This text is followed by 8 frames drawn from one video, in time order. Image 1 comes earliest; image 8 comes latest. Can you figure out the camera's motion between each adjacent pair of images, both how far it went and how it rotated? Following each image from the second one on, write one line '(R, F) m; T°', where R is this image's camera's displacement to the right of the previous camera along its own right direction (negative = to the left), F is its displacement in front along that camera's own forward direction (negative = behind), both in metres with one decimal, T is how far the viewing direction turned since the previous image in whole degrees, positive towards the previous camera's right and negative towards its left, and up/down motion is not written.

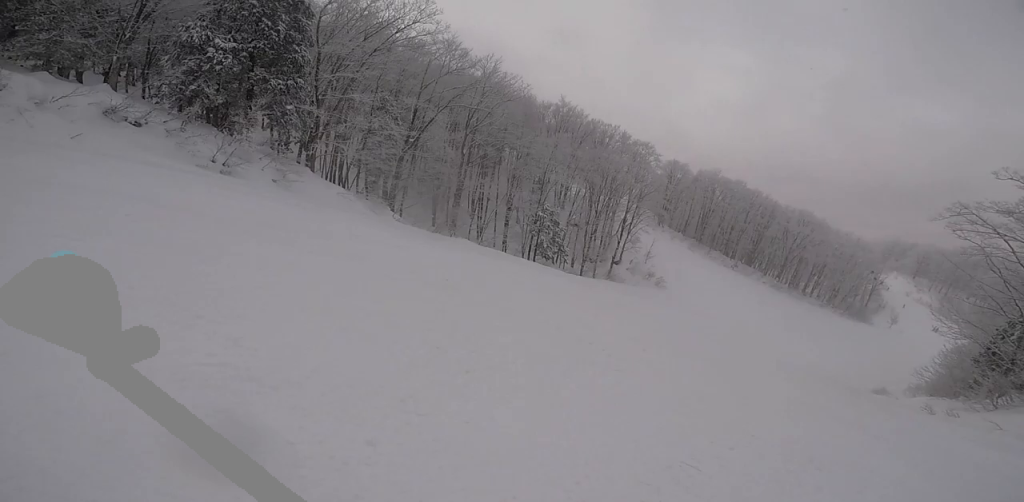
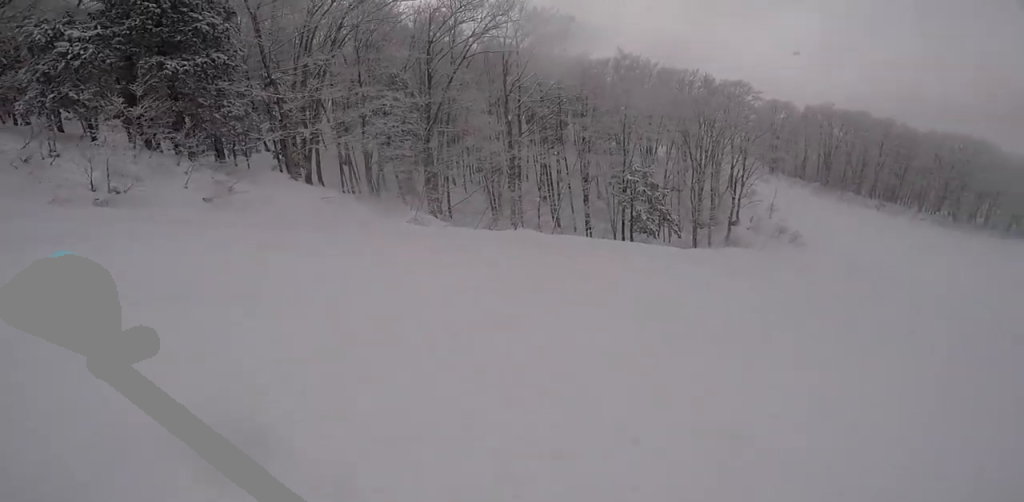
(-3.8, +7.1) m; -21°
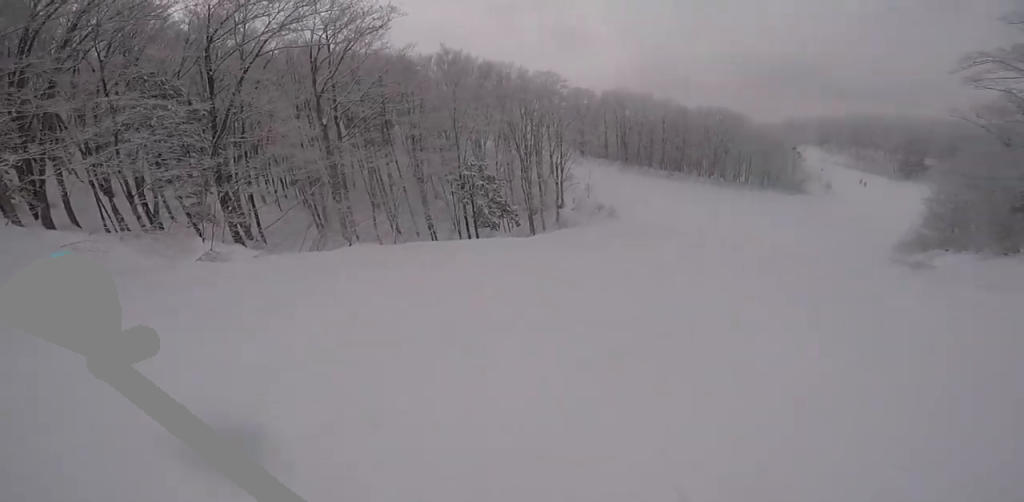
(+0.2, +1.8) m; +17°
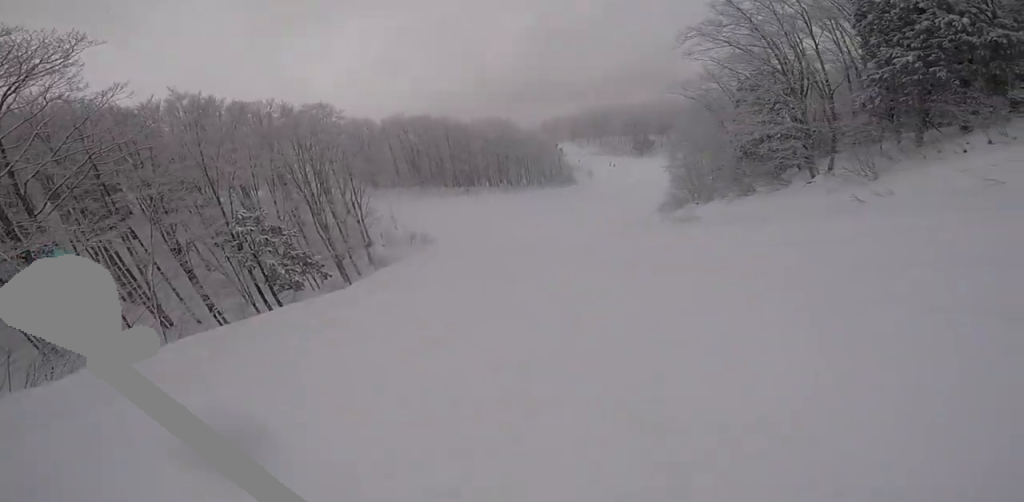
(+0.1, +2.6) m; +23°
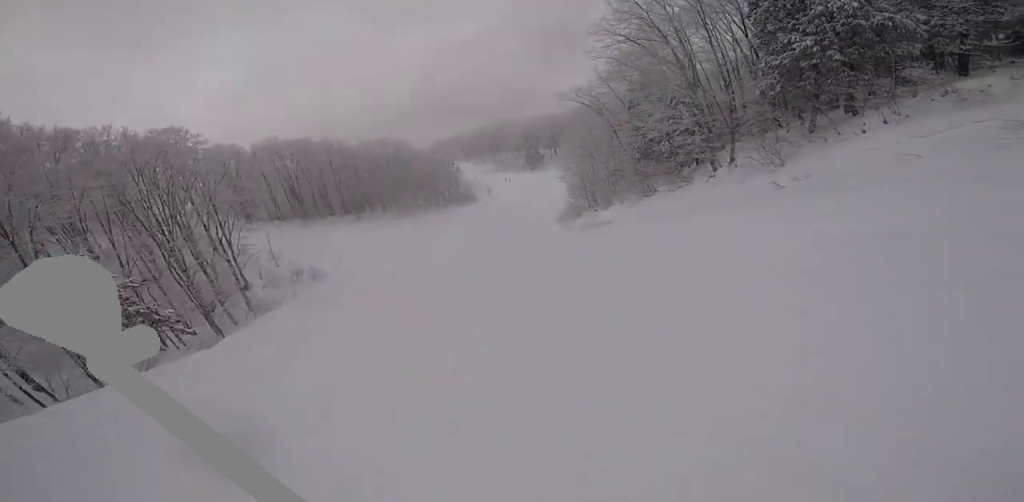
(+1.2, +2.8) m; +17°
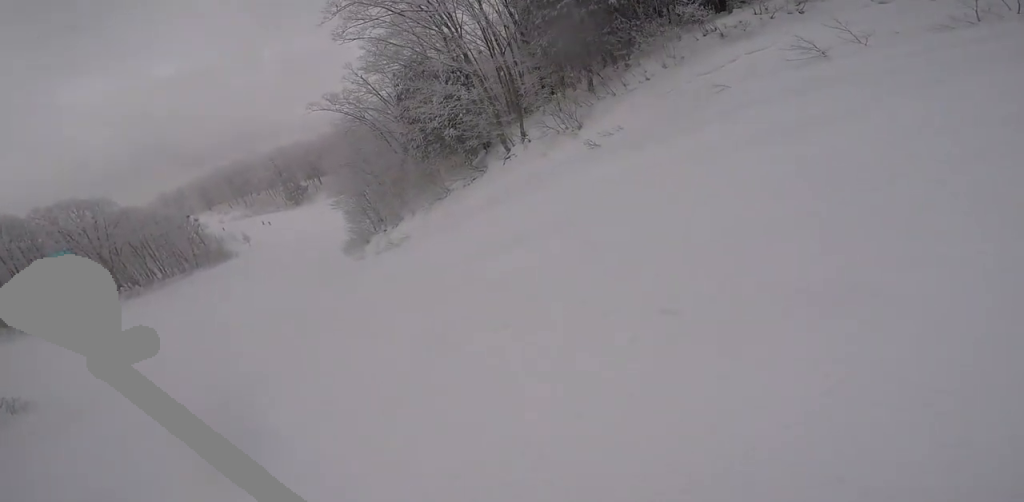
(+0.6, +5.3) m; +7°
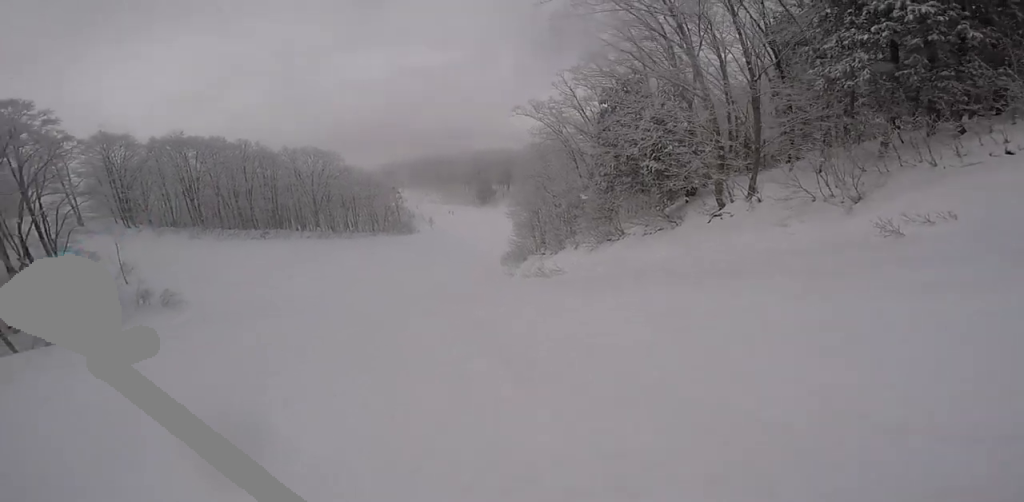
(0.0, +6.1) m; -1°
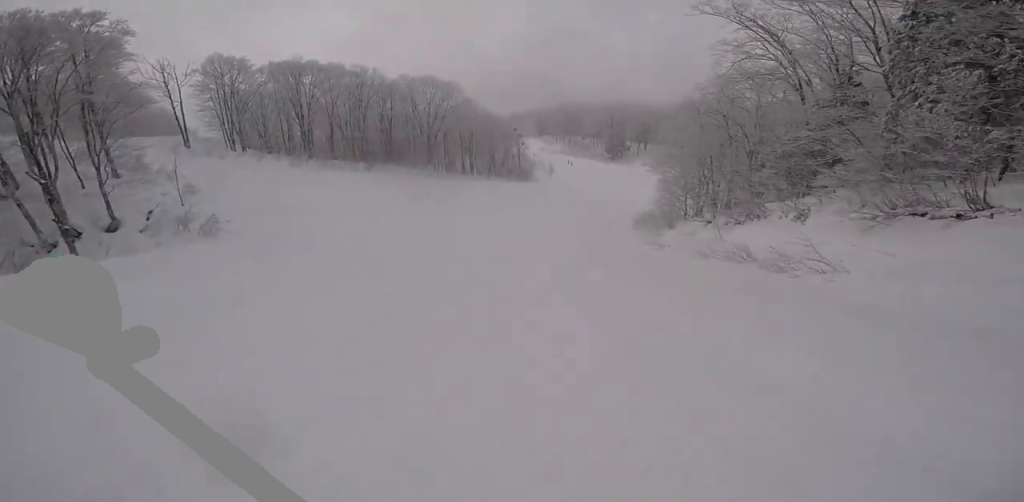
(-2.3, +16.3) m; -15°
